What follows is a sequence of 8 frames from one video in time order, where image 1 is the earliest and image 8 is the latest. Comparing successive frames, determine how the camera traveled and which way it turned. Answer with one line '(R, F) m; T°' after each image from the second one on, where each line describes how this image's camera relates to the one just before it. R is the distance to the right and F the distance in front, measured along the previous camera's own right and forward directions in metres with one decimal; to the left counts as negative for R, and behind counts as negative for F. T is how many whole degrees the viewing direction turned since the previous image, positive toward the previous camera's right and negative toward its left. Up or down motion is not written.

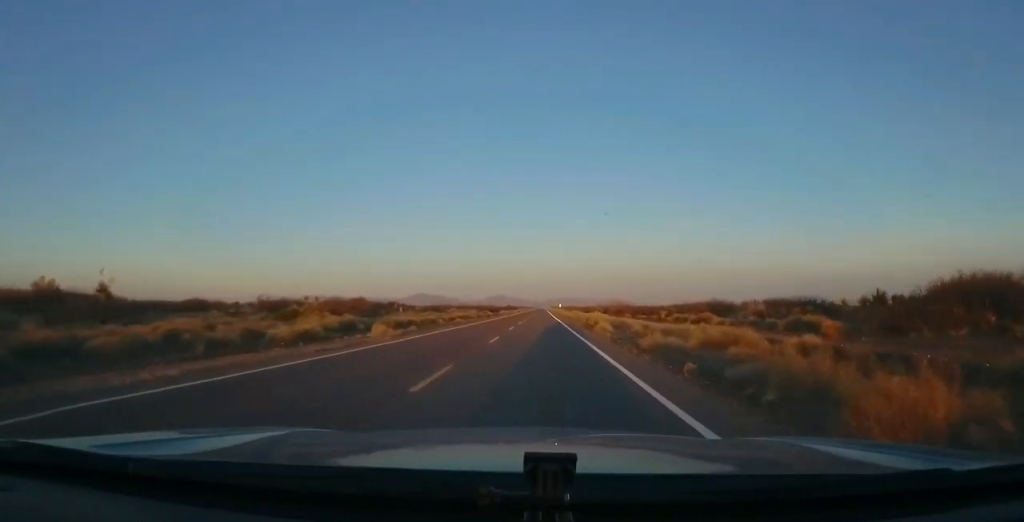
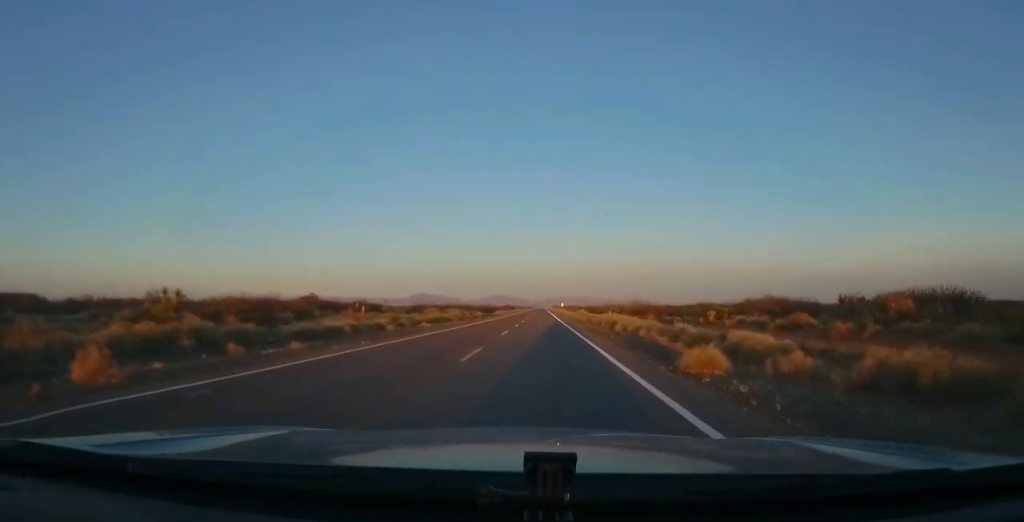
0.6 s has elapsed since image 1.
(+0.3, +18.6) m; 0°
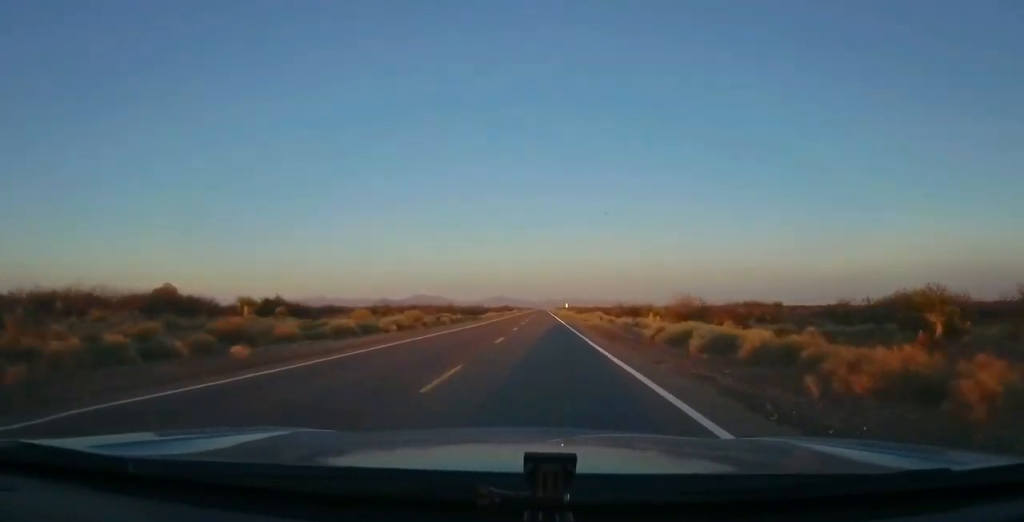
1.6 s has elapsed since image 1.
(+0.2, +28.3) m; 0°
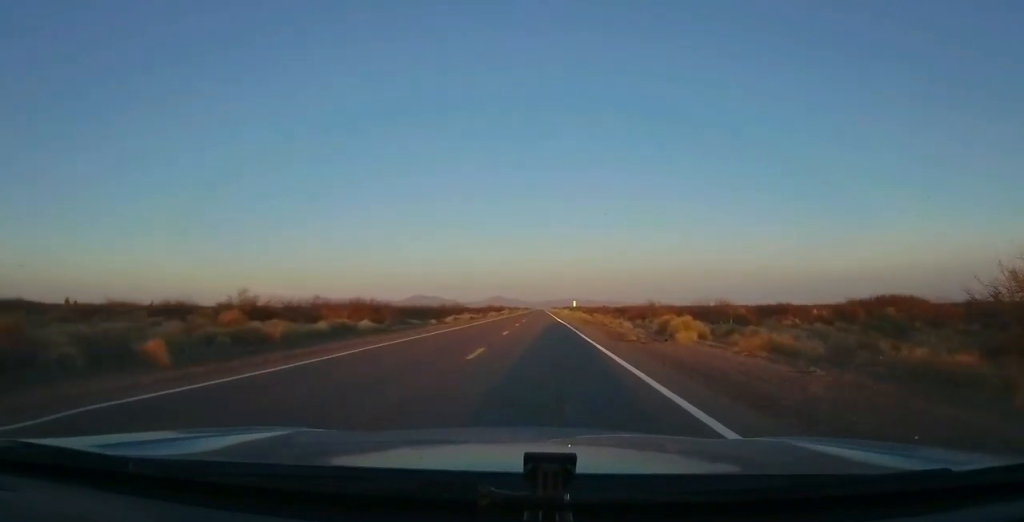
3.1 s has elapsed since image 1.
(-0.4, +42.9) m; -1°
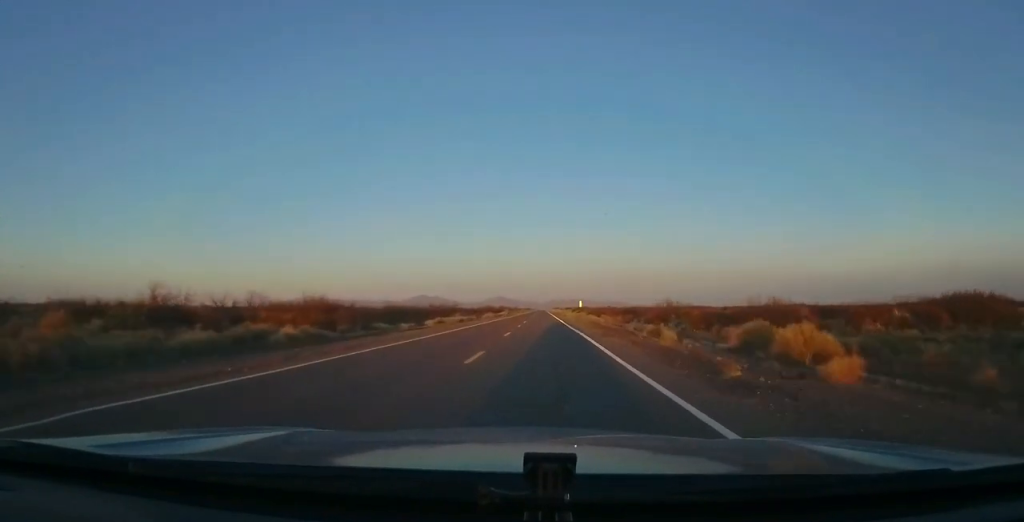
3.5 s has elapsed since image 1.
(-0.1, +12.7) m; 0°
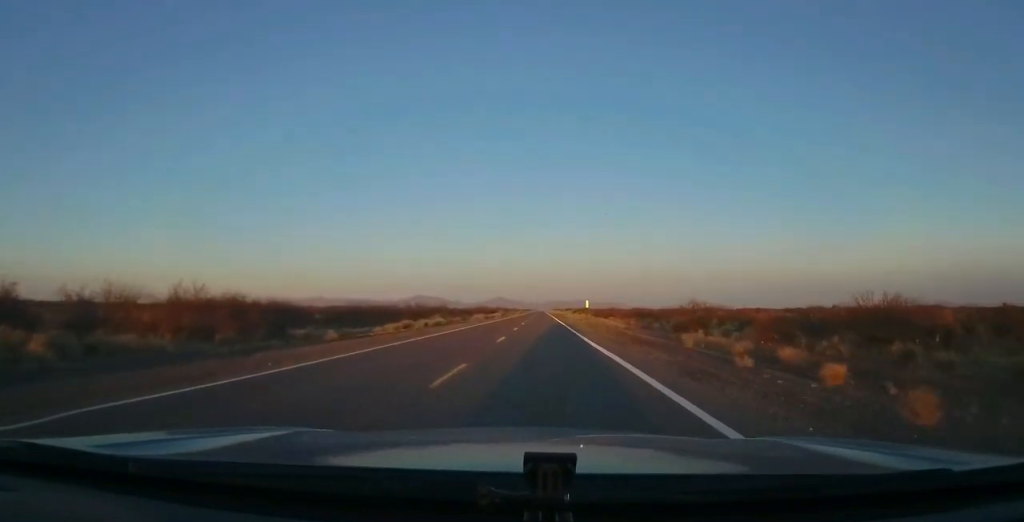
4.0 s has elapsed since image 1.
(-0.2, +15.6) m; -1°
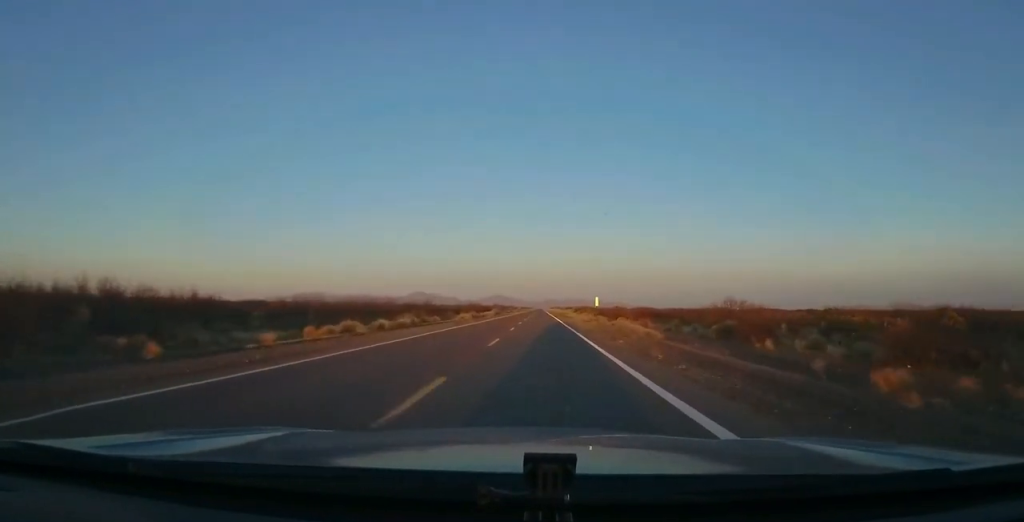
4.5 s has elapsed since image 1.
(0.0, +14.6) m; 0°
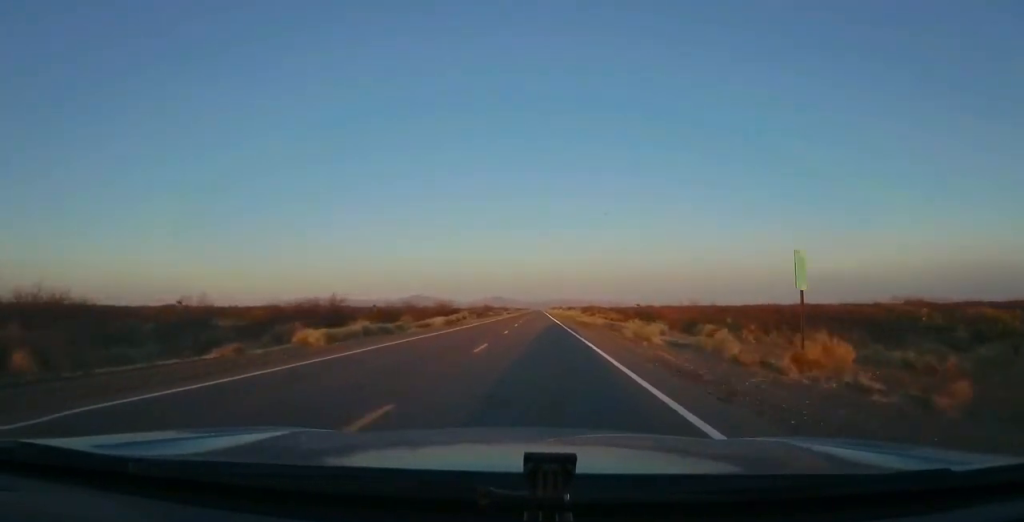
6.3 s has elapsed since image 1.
(+0.9, +50.7) m; +2°
